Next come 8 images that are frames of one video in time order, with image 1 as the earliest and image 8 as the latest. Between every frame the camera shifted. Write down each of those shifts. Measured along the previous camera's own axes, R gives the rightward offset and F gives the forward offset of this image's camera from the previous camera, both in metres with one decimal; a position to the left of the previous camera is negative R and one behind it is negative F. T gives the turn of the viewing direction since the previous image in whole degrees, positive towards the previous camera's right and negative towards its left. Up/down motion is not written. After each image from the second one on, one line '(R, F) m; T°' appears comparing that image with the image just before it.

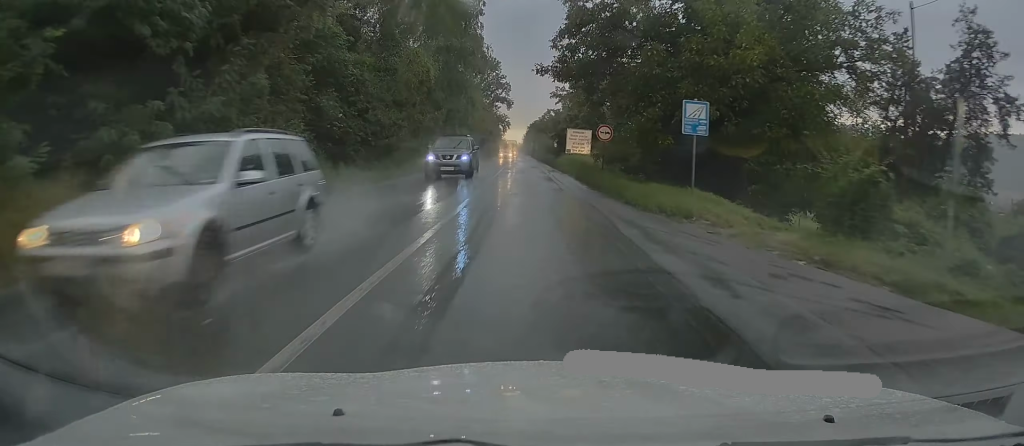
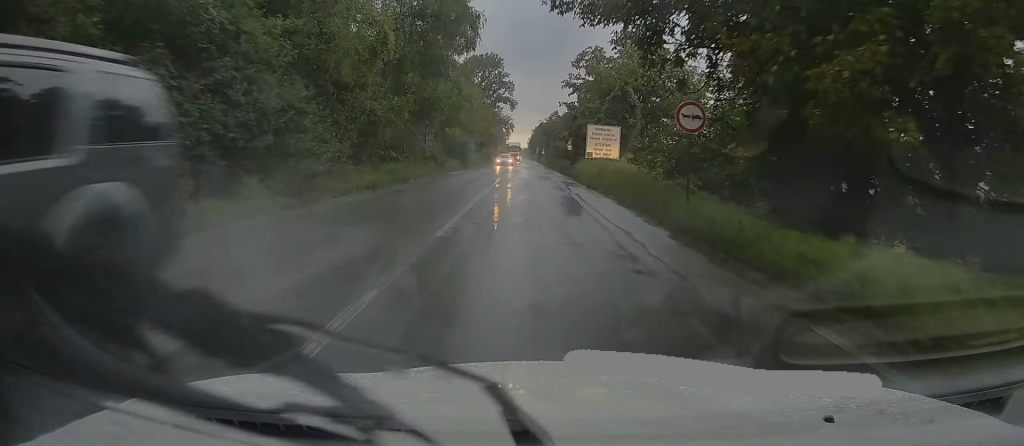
(0.0, +14.2) m; 0°
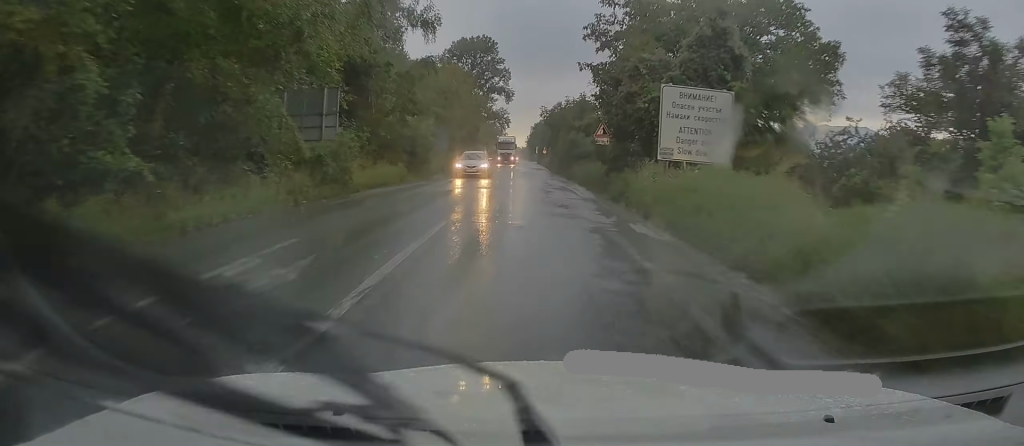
(0.0, +22.5) m; +1°
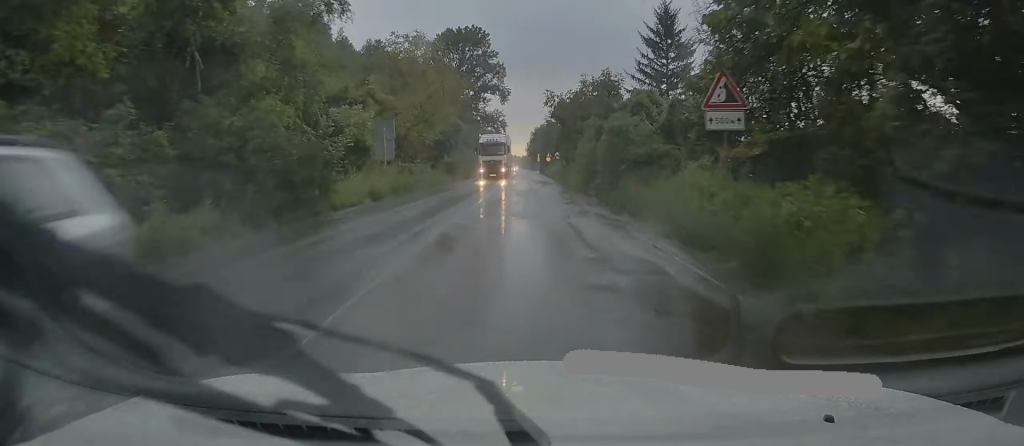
(+0.3, +19.2) m; +1°
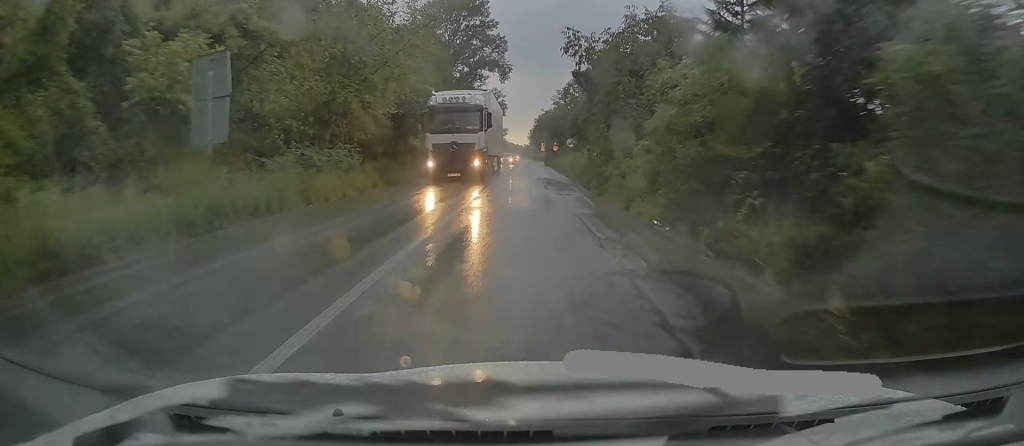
(-0.2, +16.8) m; -1°
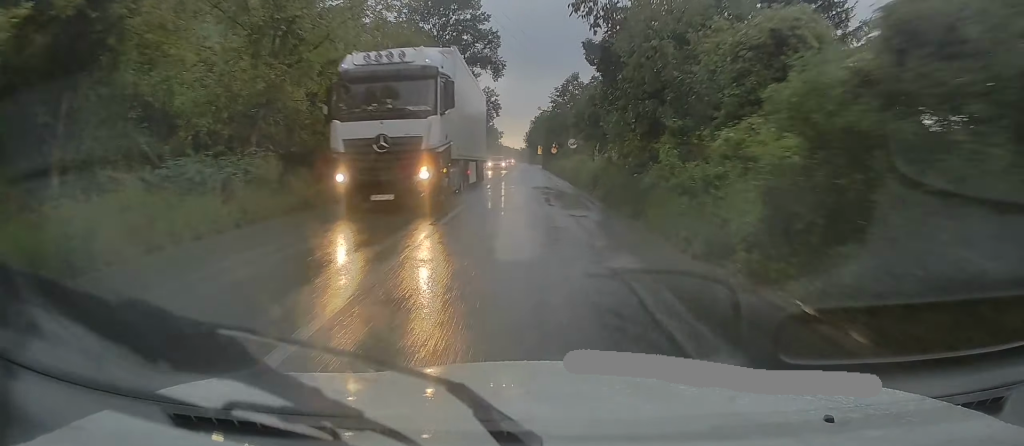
(0.0, +7.0) m; 0°
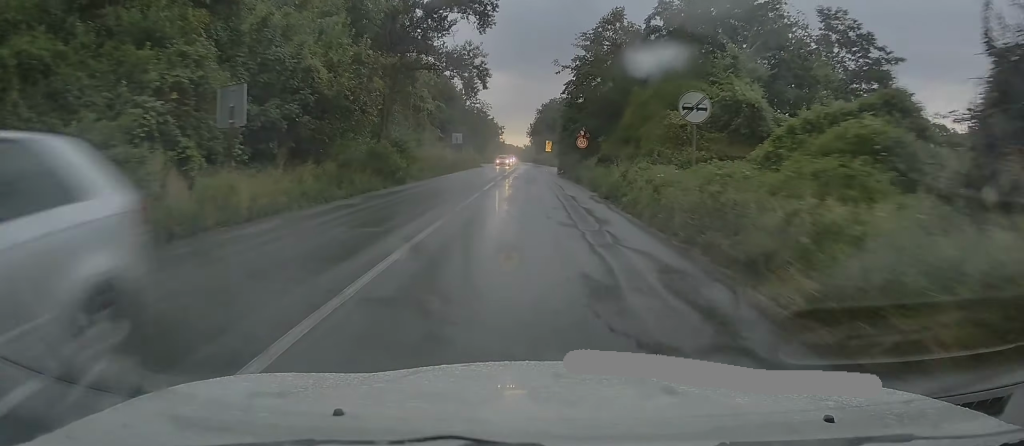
(-0.1, +33.8) m; -1°
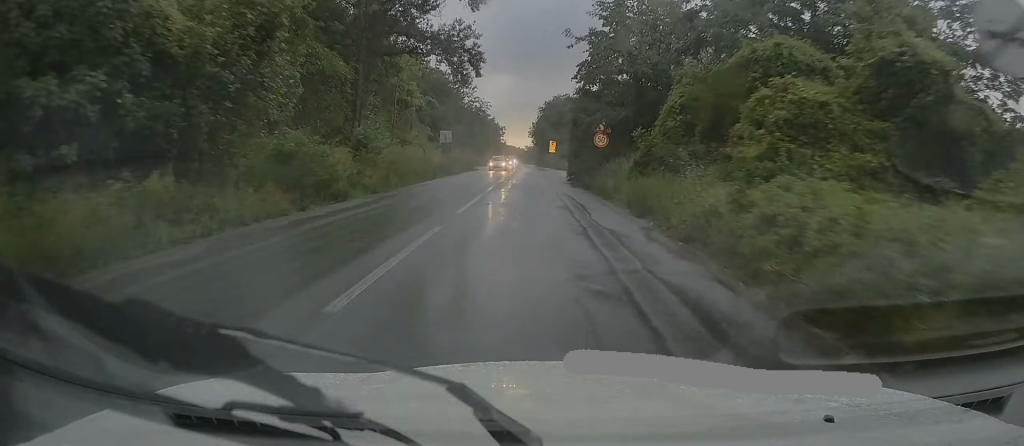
(0.0, +9.5) m; 0°
